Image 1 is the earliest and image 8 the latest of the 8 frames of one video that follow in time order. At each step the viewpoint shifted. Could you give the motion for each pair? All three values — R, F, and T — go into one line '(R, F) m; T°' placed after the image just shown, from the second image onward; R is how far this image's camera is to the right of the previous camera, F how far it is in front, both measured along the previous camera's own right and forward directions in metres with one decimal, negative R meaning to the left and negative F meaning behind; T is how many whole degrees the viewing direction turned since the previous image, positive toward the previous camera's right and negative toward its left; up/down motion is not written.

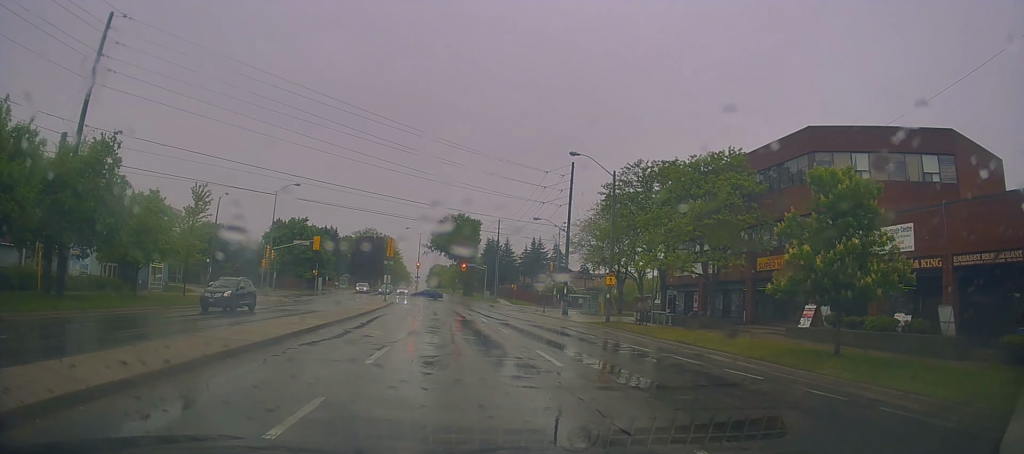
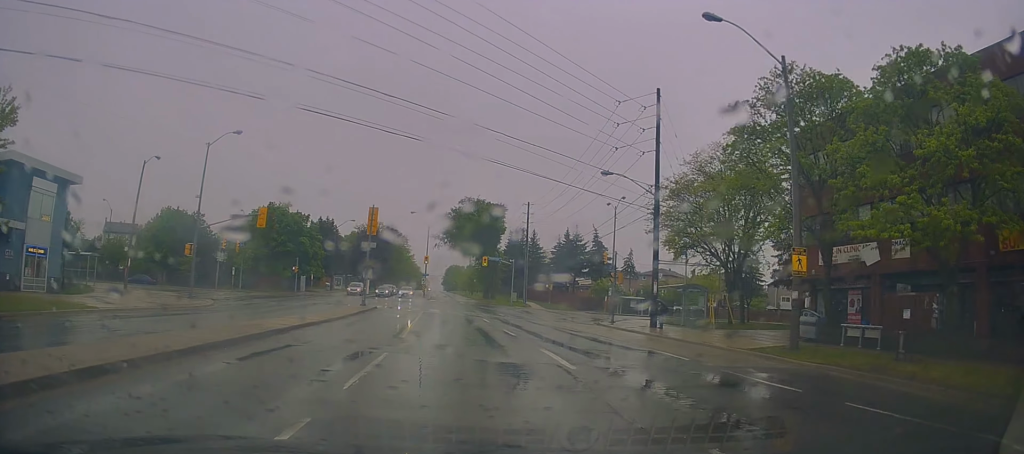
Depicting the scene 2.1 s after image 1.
(-0.7, +20.7) m; -4°
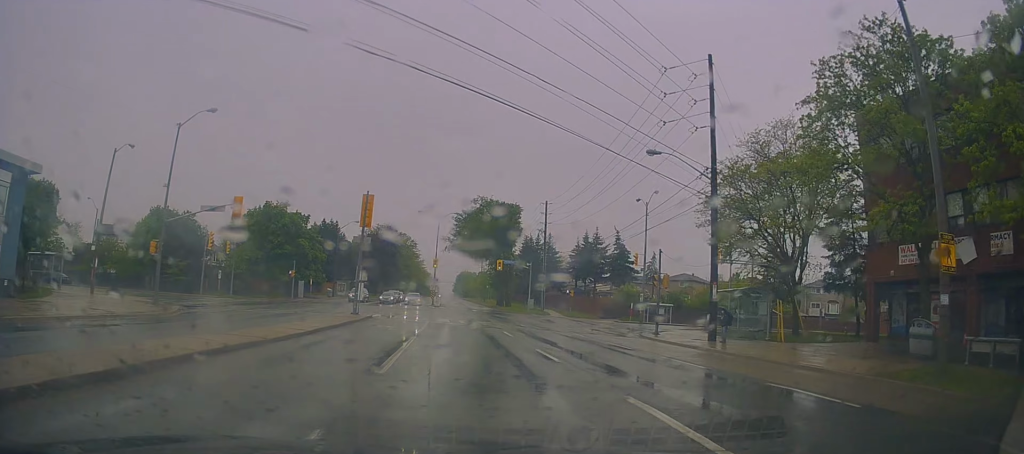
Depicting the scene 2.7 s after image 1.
(+0.1, +6.4) m; +1°
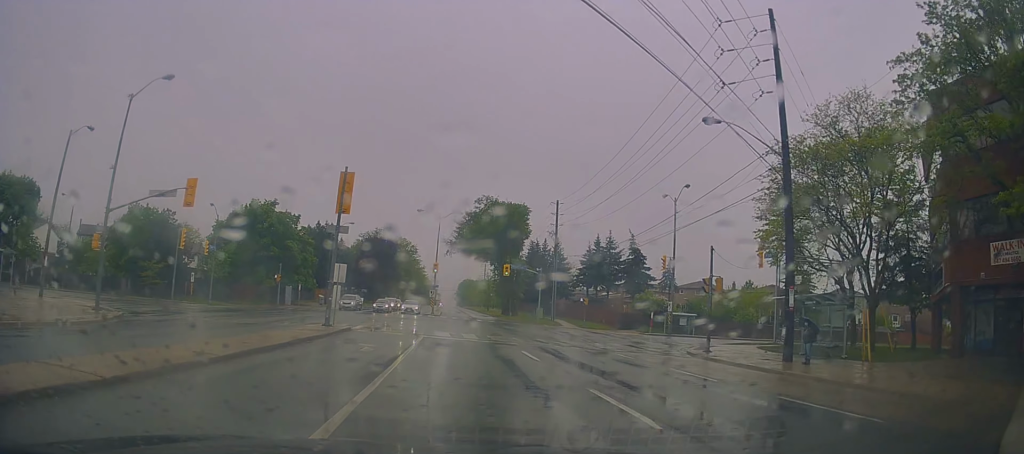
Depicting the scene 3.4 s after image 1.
(-0.2, +6.8) m; +1°
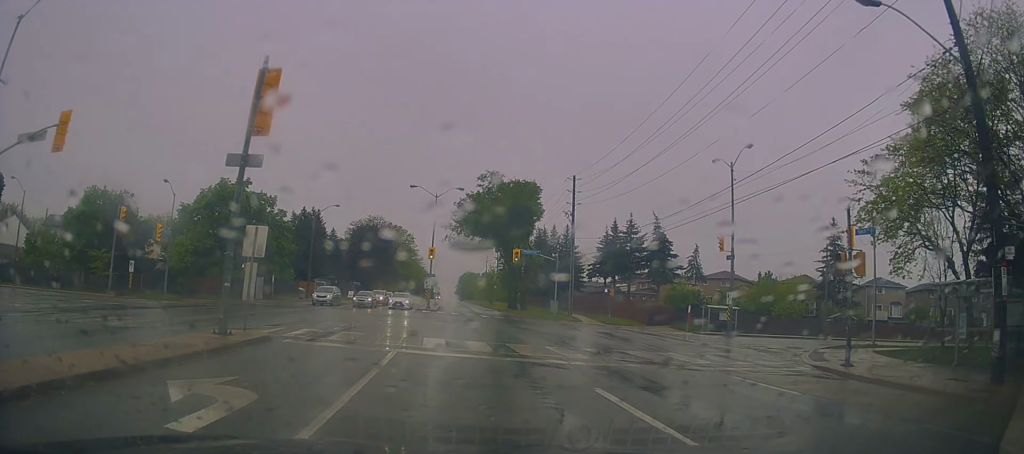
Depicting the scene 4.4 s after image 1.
(+0.4, +10.2) m; -2°
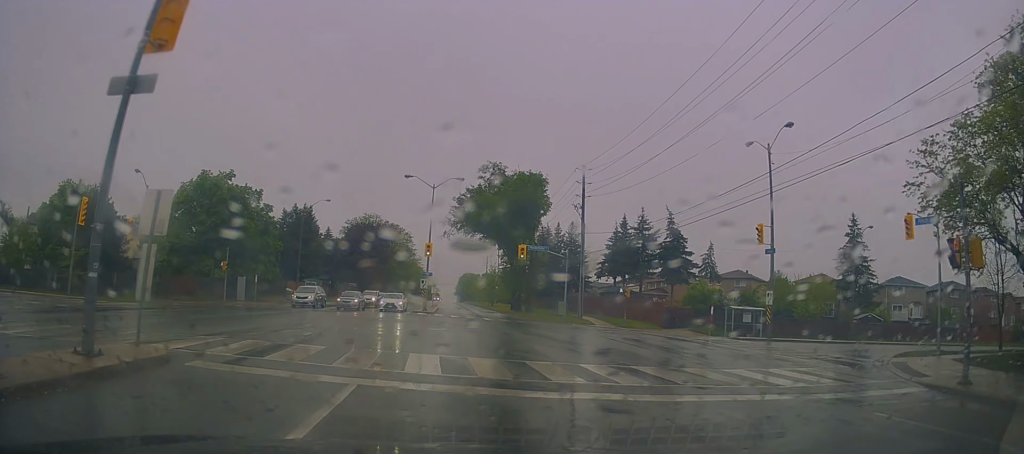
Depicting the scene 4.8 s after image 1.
(-0.2, +5.1) m; 0°
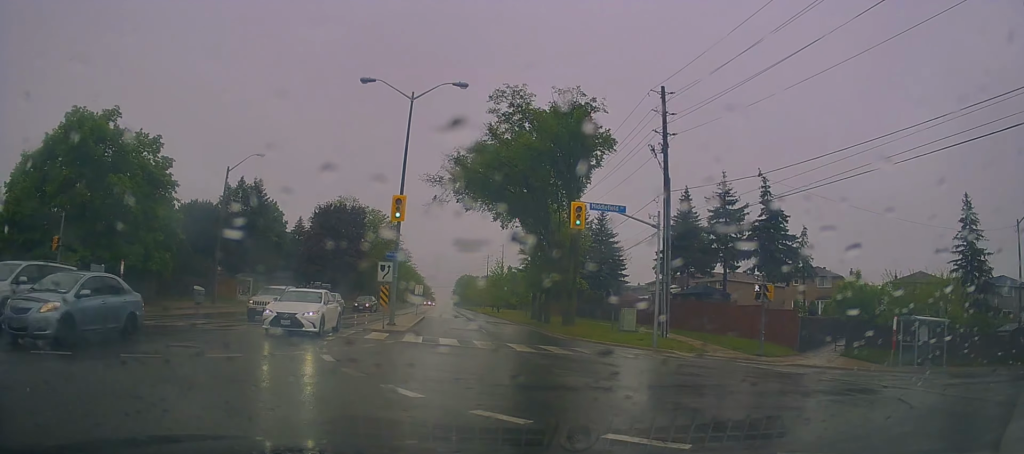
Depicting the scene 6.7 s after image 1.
(+0.7, +22.3) m; +3°
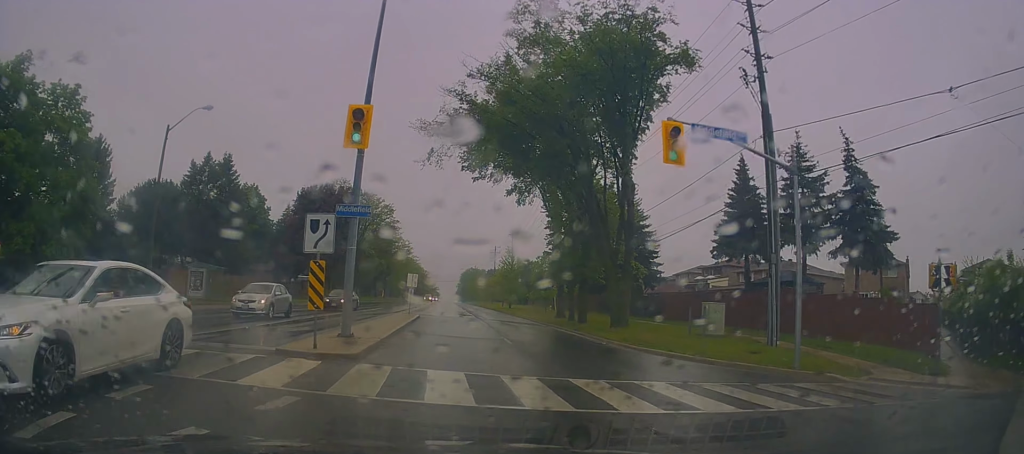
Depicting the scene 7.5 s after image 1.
(-0.5, +10.6) m; -2°
